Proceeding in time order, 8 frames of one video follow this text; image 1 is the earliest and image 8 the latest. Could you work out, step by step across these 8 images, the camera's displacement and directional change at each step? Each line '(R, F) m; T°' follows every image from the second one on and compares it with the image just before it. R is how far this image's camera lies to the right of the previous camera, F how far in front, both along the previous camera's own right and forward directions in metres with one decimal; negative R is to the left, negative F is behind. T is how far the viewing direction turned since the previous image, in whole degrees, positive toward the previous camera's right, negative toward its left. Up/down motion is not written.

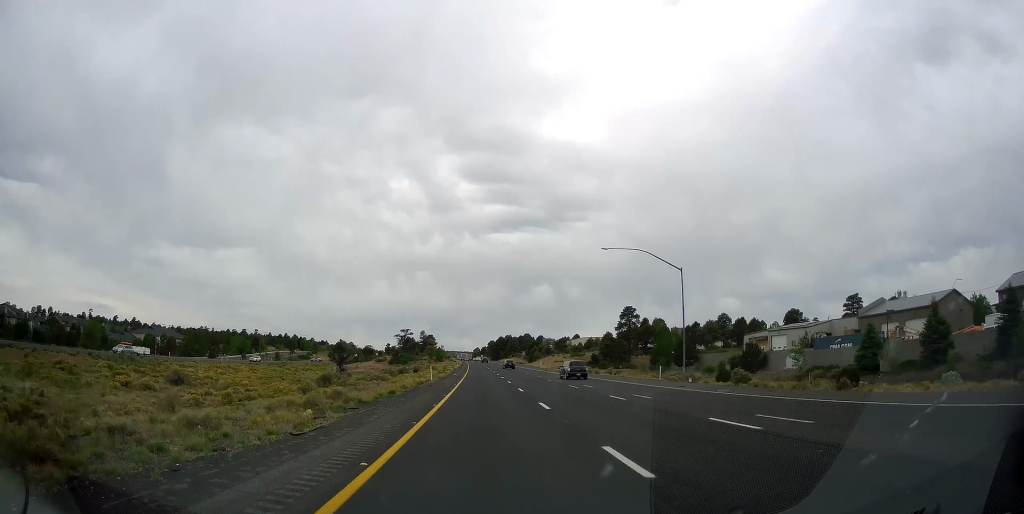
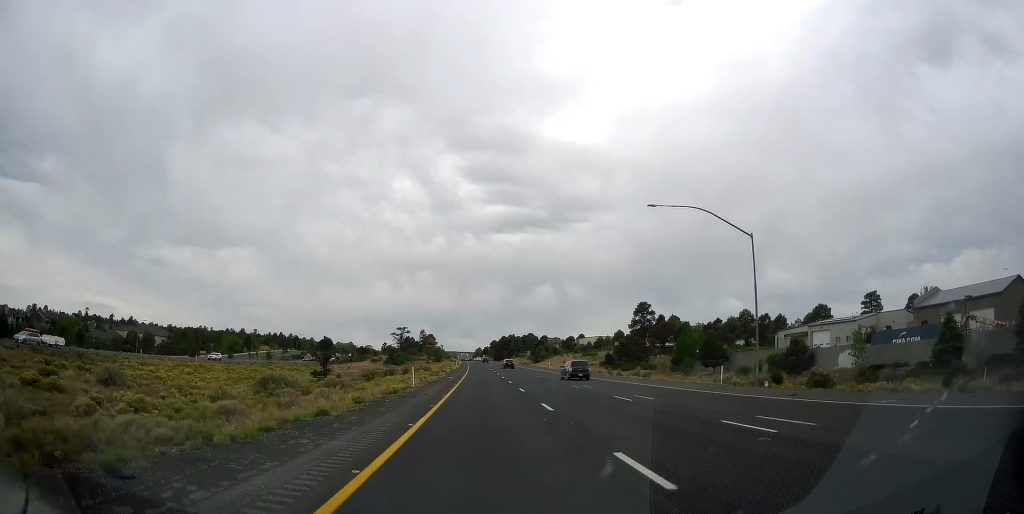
(-0.1, +13.2) m; 0°
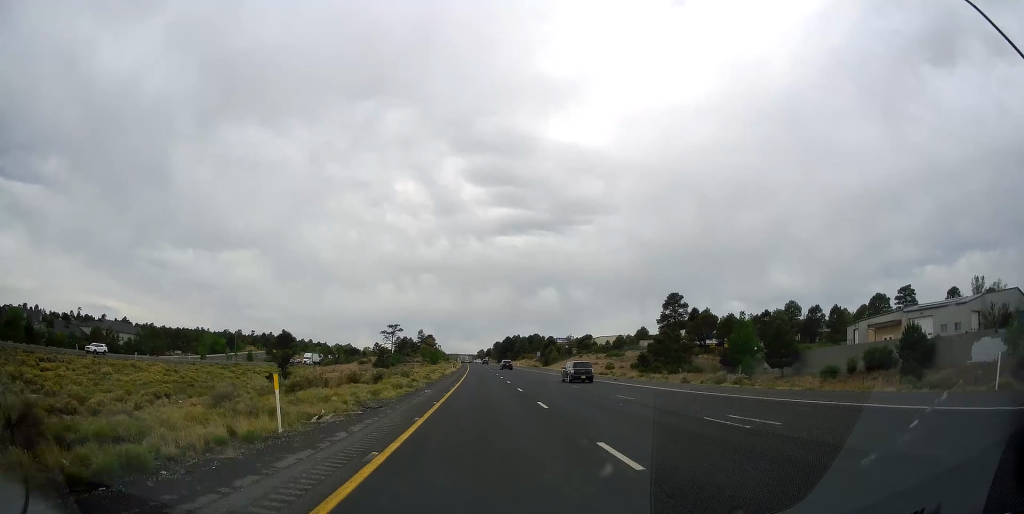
(0.0, +23.2) m; 0°
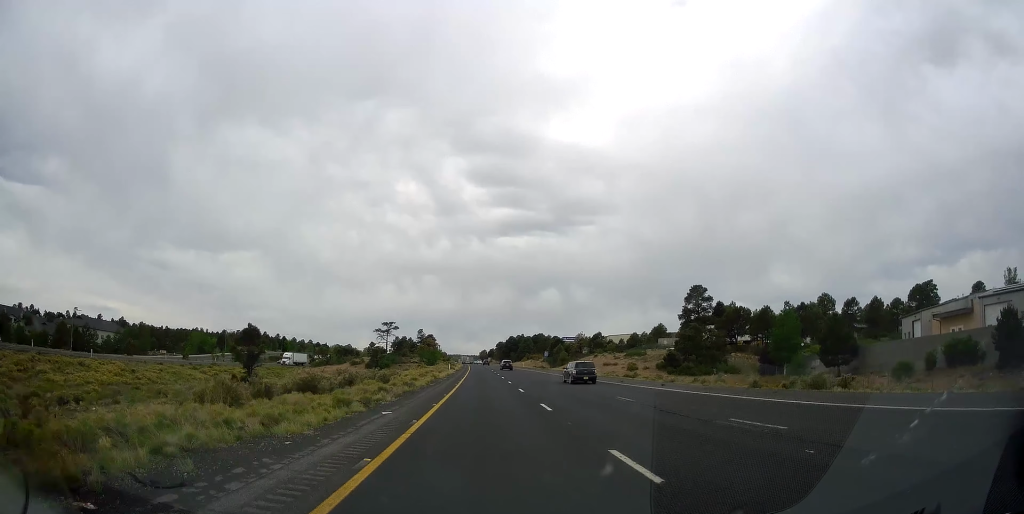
(+0.1, +13.1) m; 0°
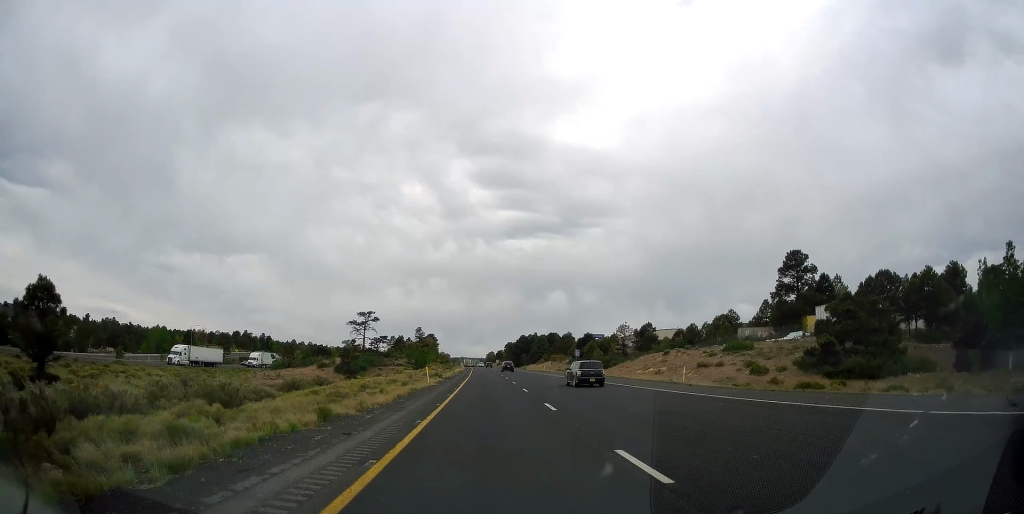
(-0.4, +37.2) m; -1°
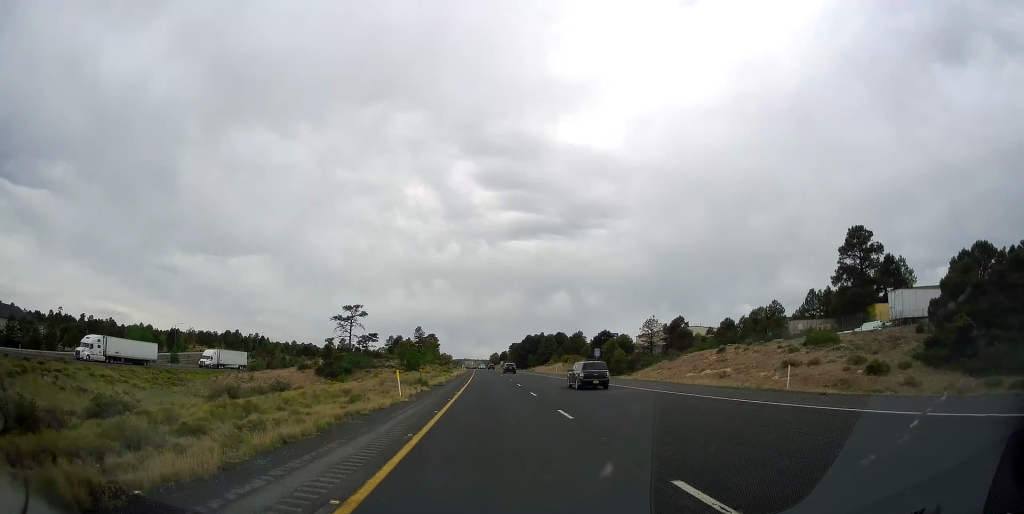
(-0.2, +15.0) m; -1°
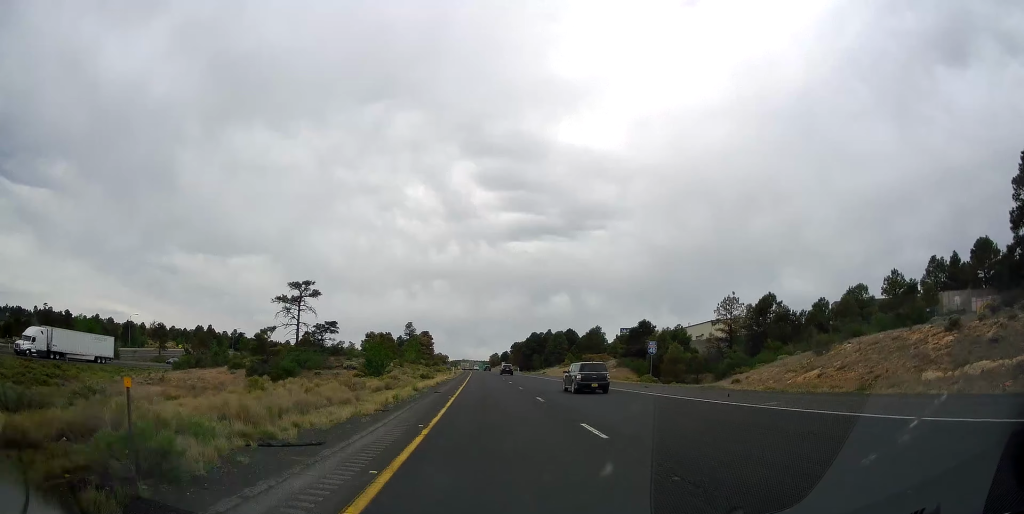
(-0.4, +29.1) m; -1°
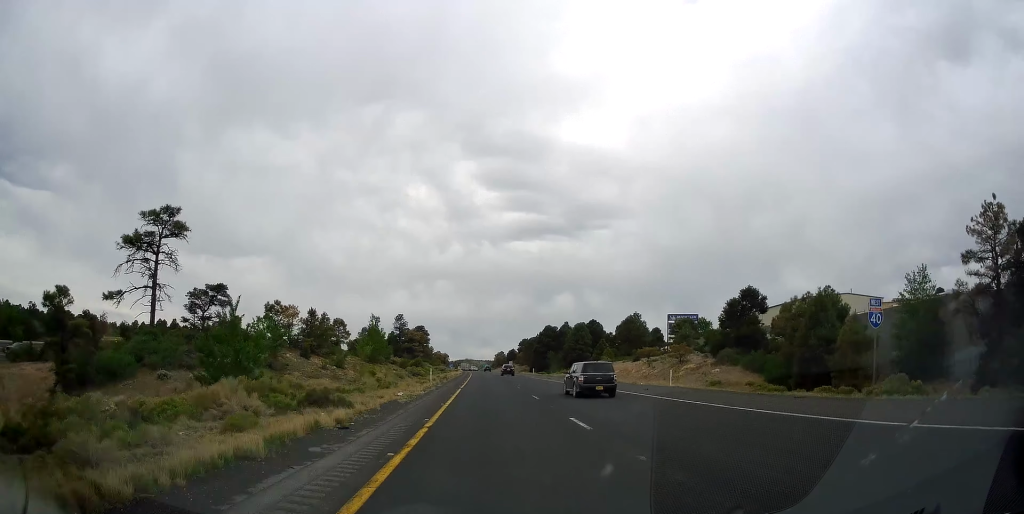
(+0.3, +35.1) m; +1°
